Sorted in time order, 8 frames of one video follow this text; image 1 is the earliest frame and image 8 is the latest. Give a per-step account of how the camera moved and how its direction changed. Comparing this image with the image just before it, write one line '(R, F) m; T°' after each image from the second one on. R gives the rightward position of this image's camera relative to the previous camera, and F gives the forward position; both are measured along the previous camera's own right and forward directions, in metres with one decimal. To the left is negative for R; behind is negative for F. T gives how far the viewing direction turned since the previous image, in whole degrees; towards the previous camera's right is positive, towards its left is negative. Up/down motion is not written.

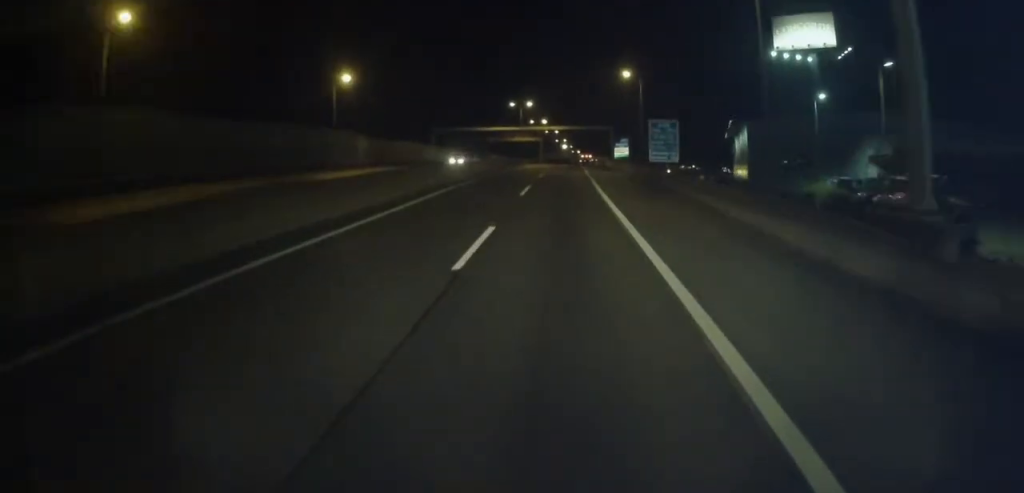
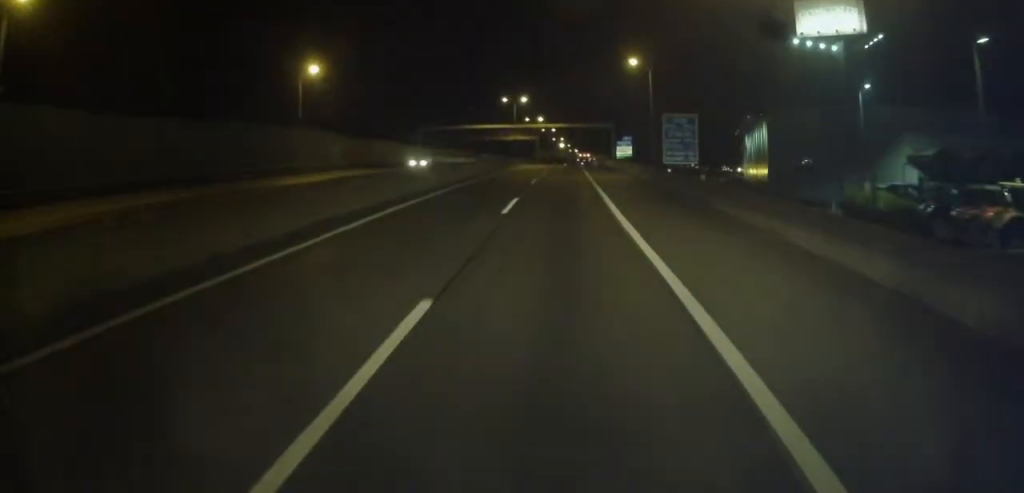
(+0.4, +7.7) m; +2°
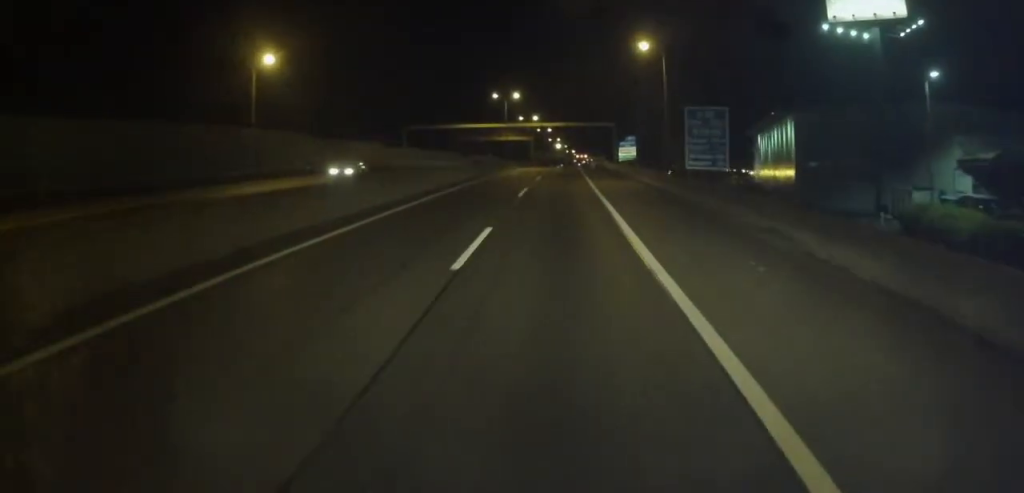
(+0.2, +7.9) m; +2°
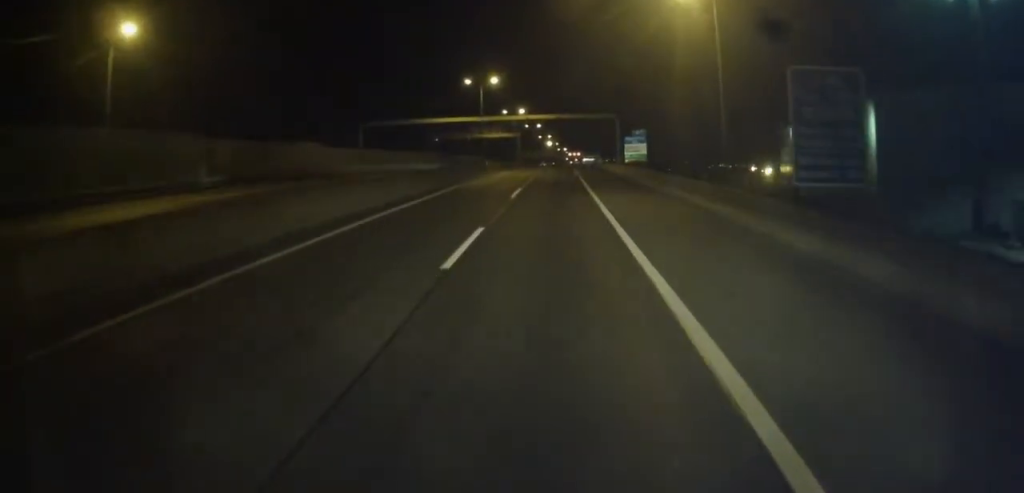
(+0.3, +14.0) m; +2°
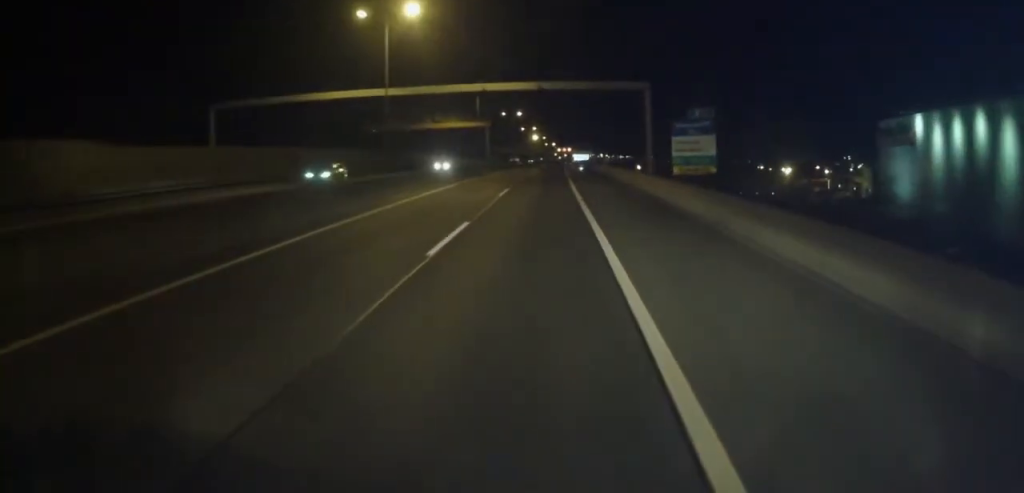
(+0.4, +27.6) m; +1°
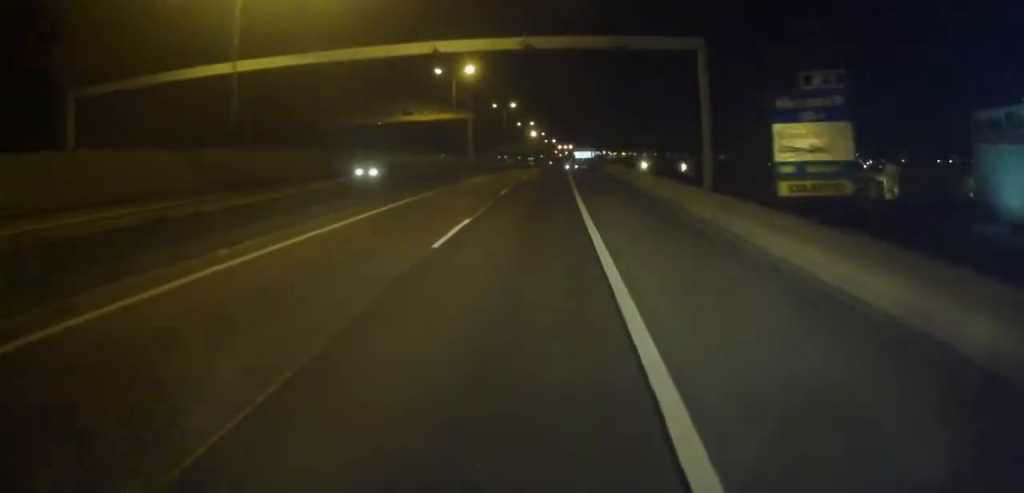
(0.0, +14.6) m; 0°
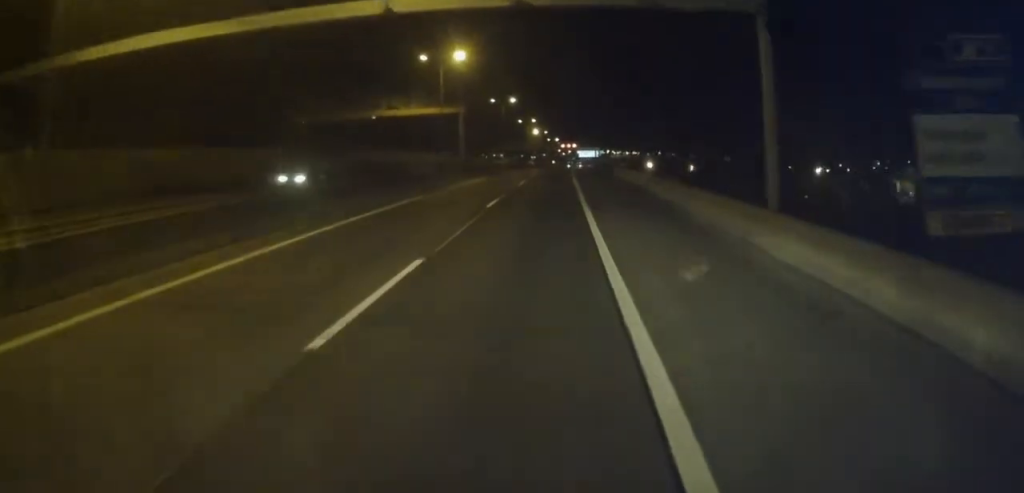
(0.0, +7.2) m; +1°
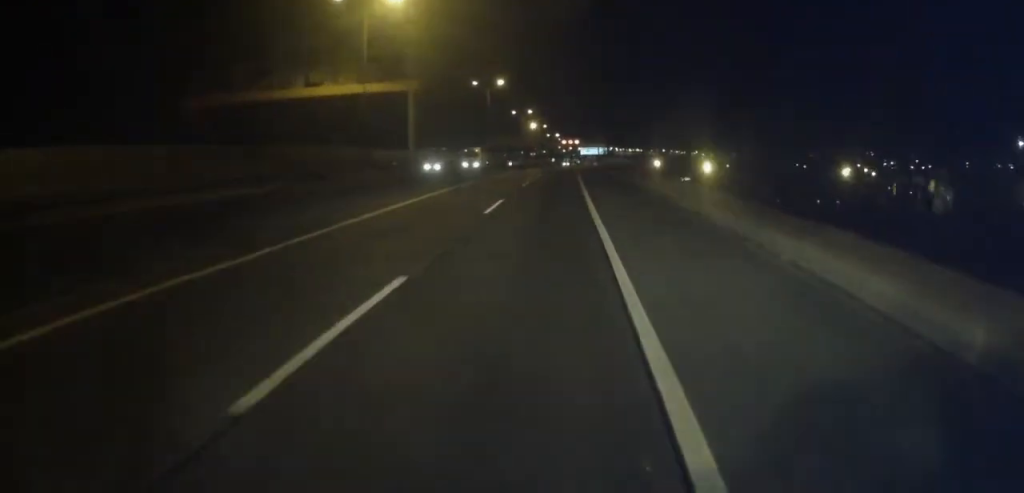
(+0.3, +18.7) m; +1°
